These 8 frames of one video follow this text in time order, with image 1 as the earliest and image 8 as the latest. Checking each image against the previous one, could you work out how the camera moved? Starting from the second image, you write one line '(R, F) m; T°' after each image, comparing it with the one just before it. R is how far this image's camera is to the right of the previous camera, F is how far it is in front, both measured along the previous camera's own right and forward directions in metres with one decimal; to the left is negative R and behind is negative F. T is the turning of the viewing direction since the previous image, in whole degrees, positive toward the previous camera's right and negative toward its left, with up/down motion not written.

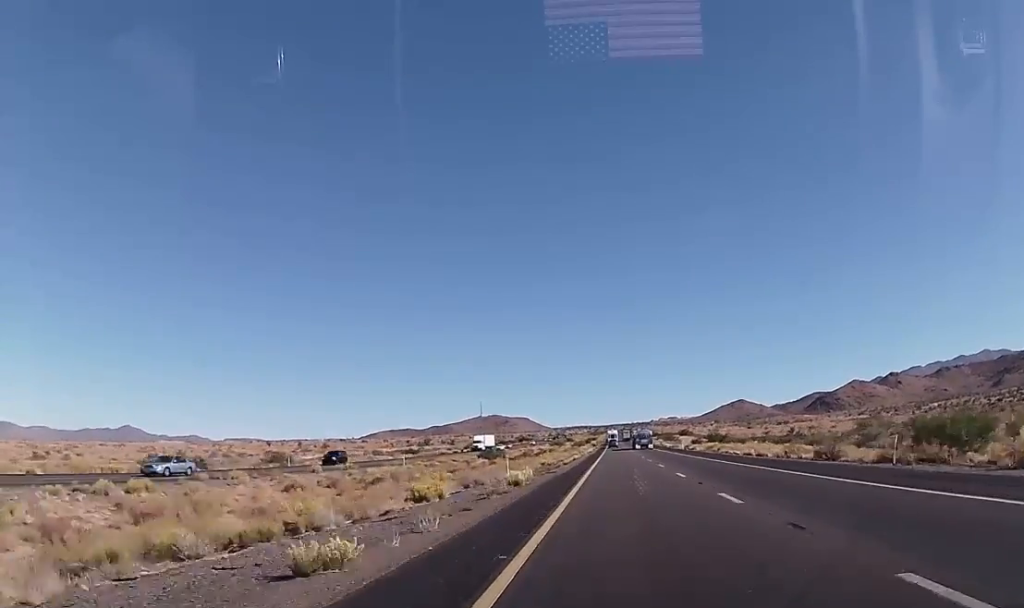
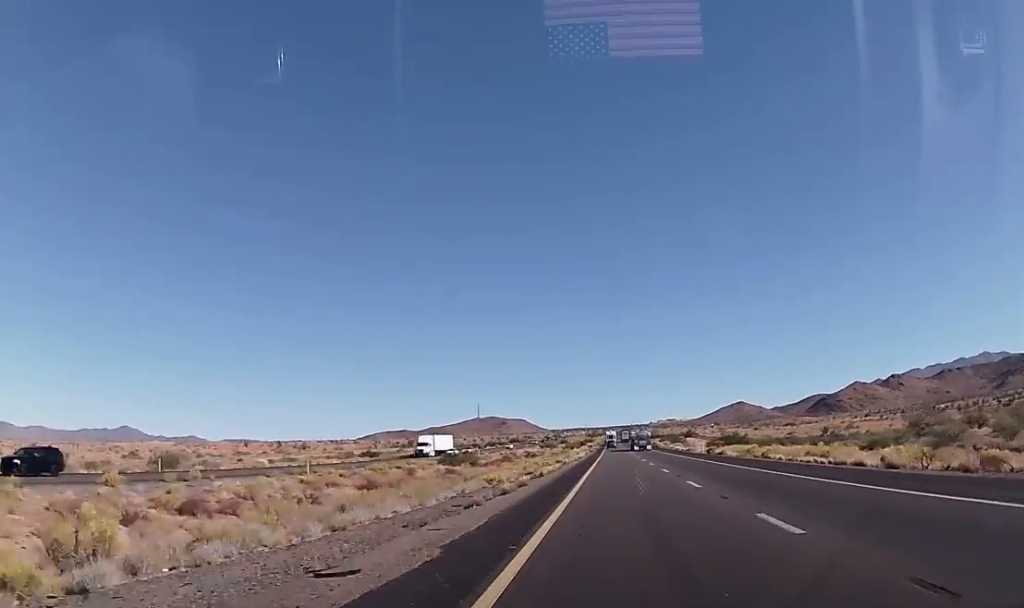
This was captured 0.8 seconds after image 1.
(+0.2, +29.1) m; 0°
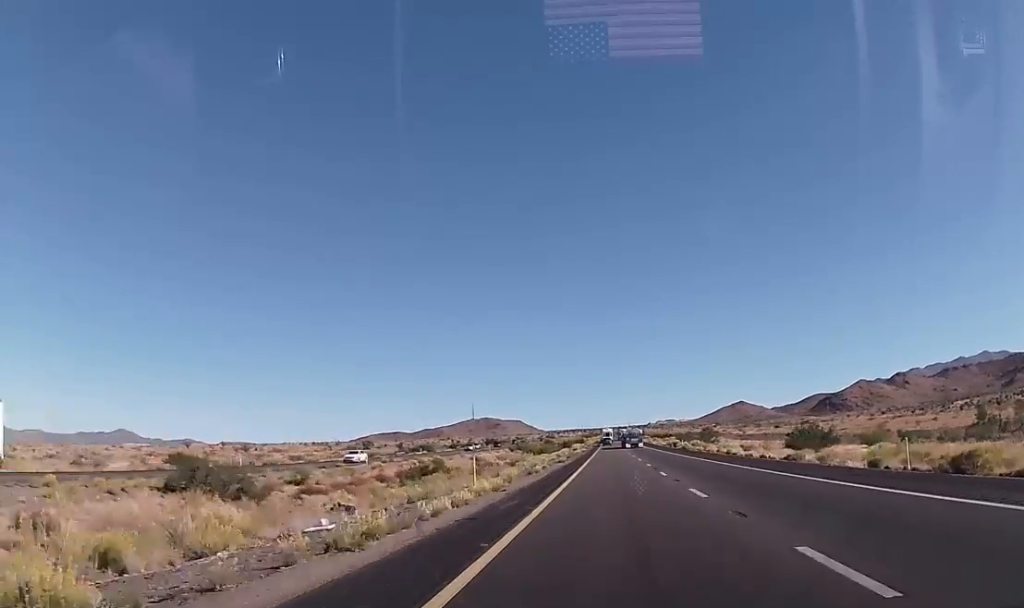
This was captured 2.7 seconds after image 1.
(-0.2, +65.4) m; 0°
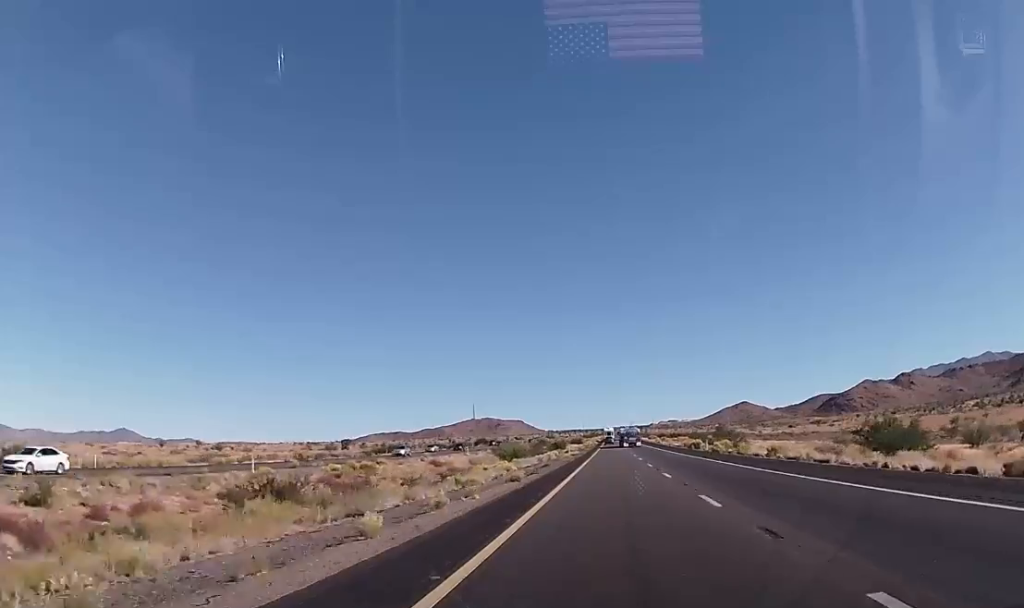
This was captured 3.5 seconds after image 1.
(0.0, +26.9) m; 0°
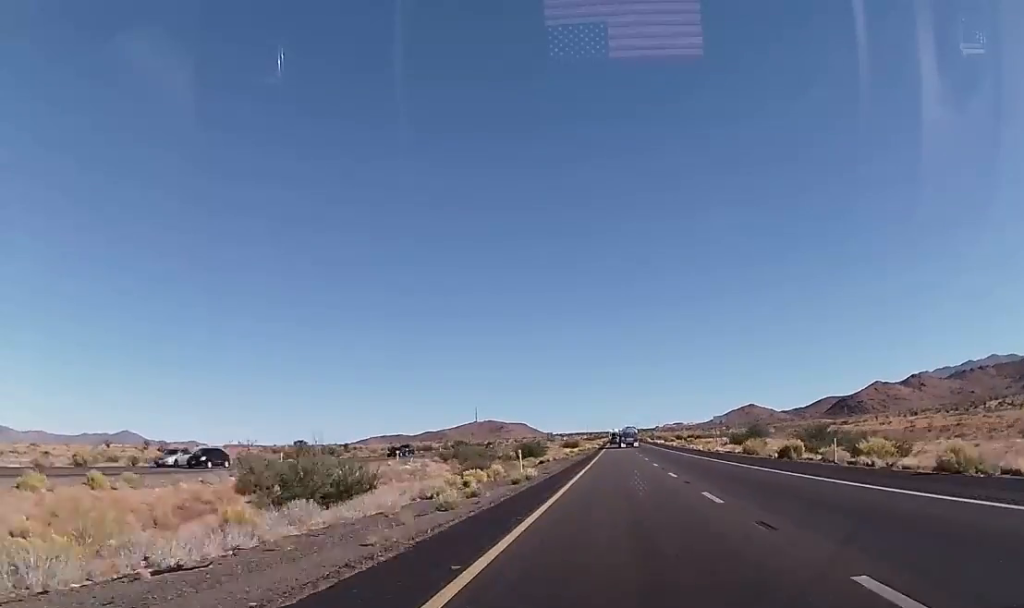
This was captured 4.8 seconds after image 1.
(+0.1, +47.8) m; 0°
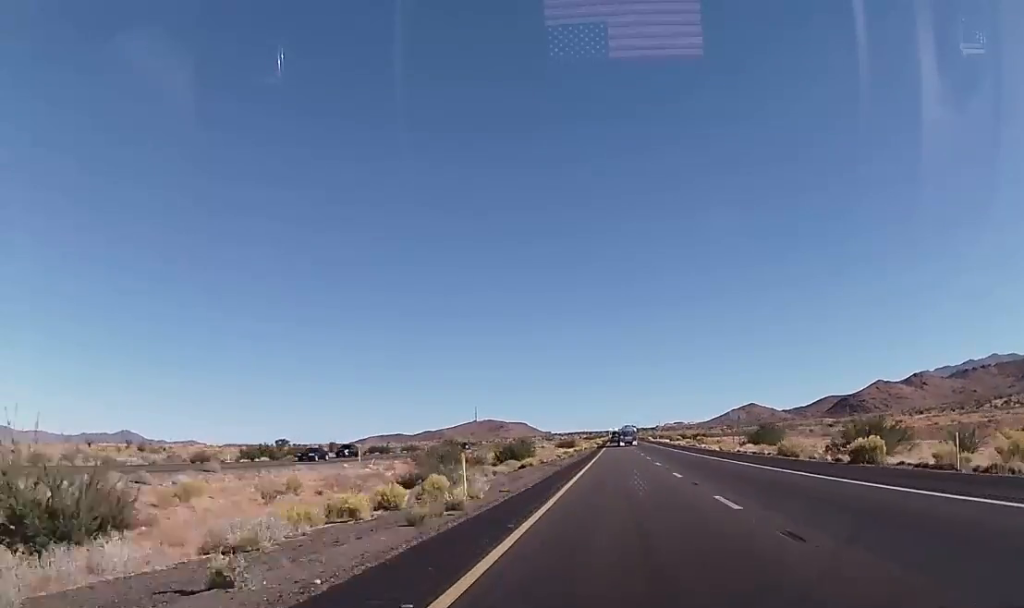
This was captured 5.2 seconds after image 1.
(0.0, +13.9) m; 0°
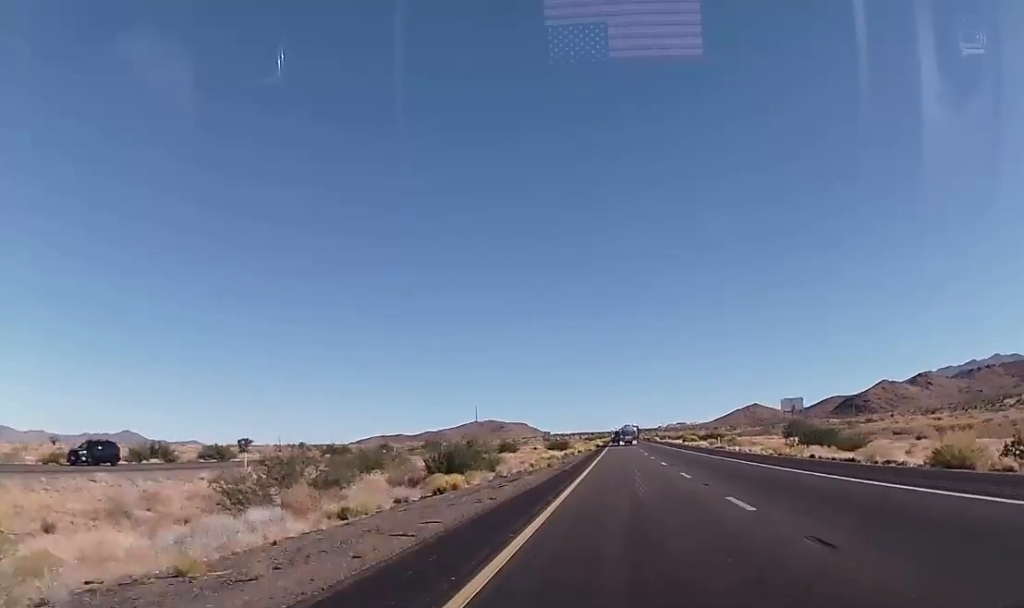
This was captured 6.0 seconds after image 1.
(0.0, +26.5) m; -1°
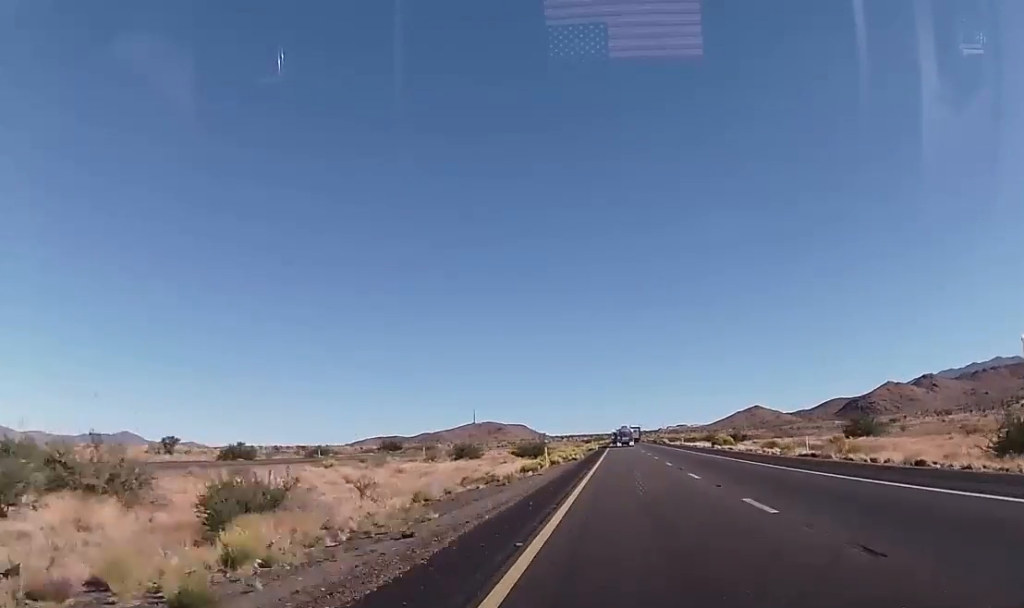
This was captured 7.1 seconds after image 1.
(-0.4, +37.5) m; 0°
